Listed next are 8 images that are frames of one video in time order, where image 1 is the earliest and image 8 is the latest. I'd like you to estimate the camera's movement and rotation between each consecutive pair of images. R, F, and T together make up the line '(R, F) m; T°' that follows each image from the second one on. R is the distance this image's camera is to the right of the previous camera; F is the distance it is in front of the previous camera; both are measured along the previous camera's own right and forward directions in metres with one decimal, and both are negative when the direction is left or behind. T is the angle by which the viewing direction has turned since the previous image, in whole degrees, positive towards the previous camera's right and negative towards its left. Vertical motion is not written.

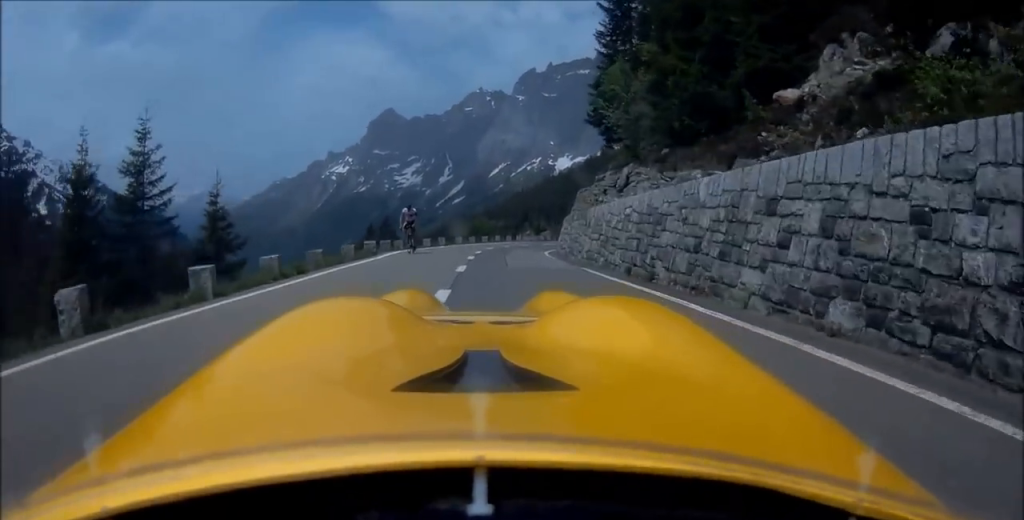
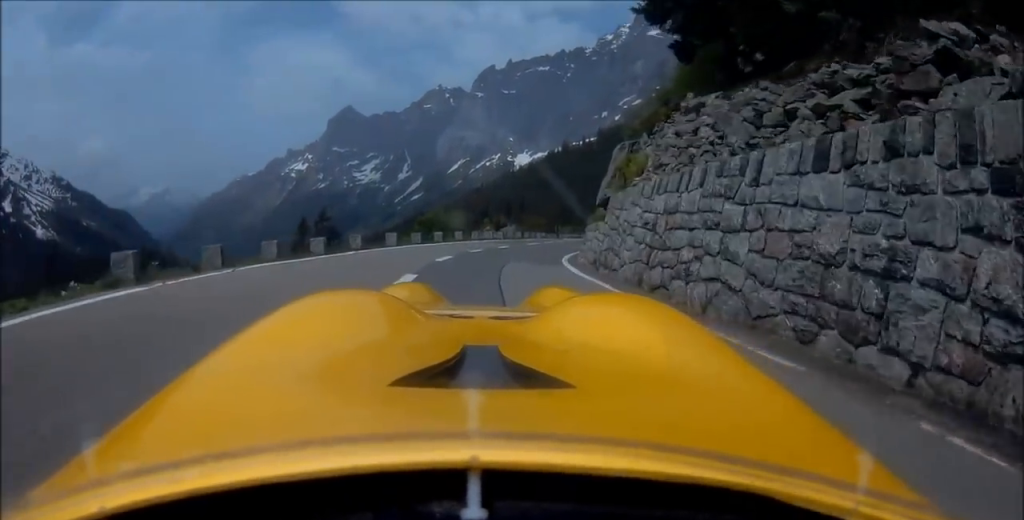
(+0.8, +16.5) m; +6°
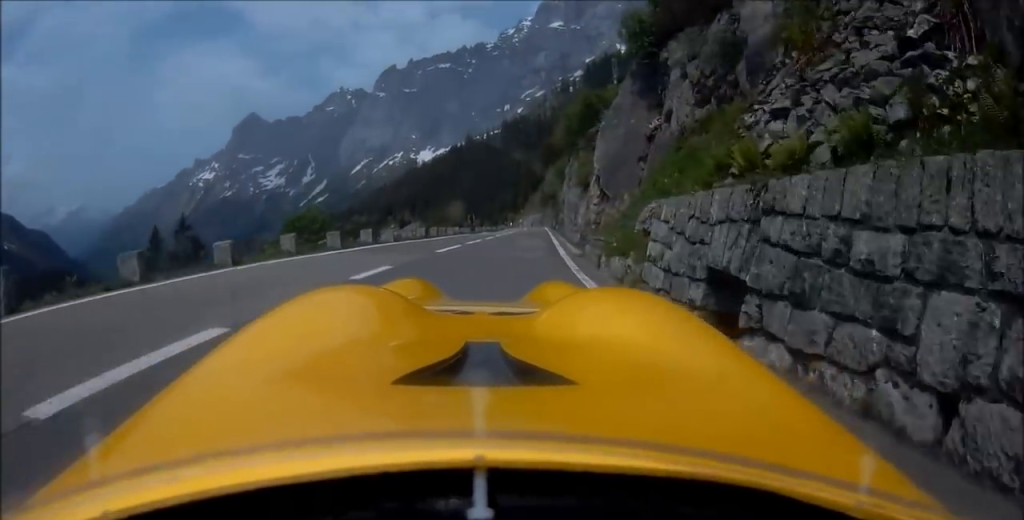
(+1.1, +17.5) m; +12°
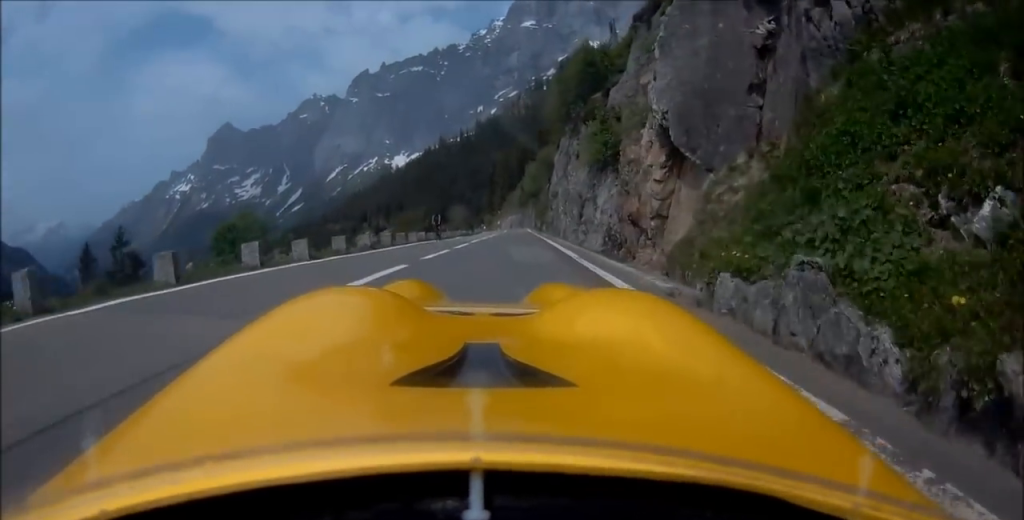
(+1.0, +8.8) m; +6°
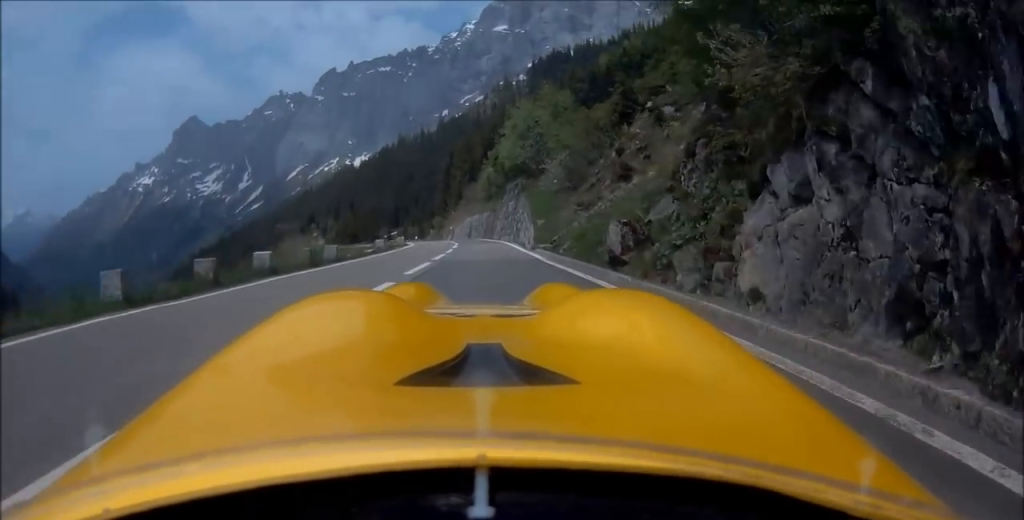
(+7.2, +44.7) m; +11°
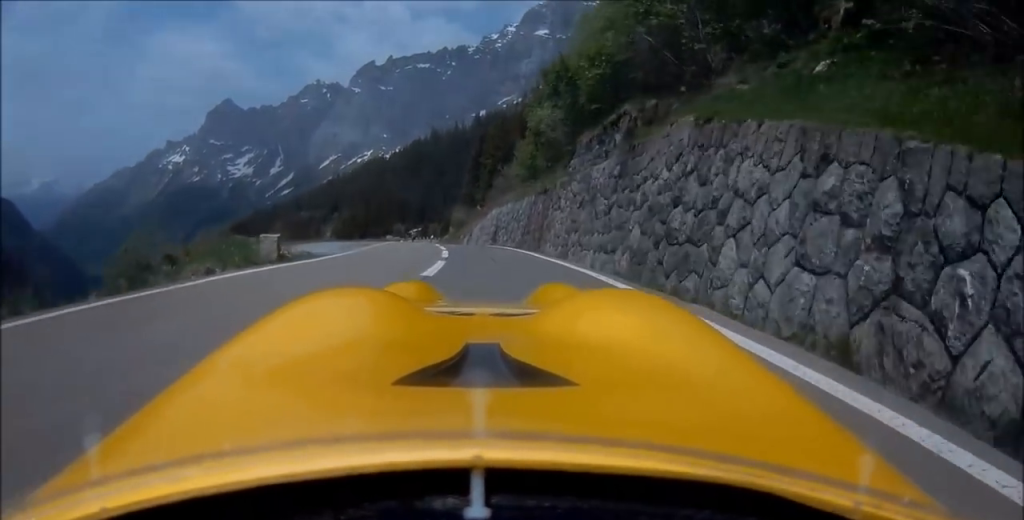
(-0.8, +25.8) m; -4°
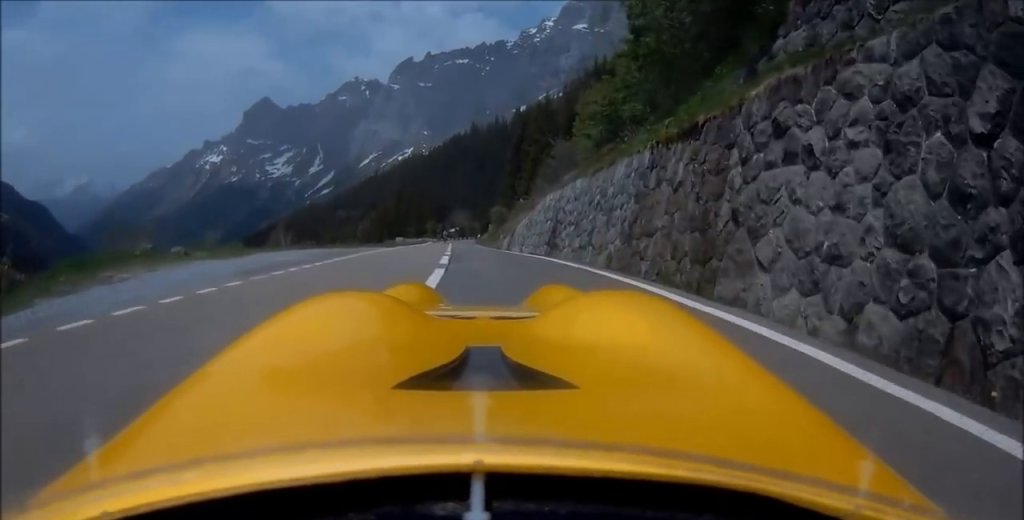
(-0.6, +14.2) m; 0°
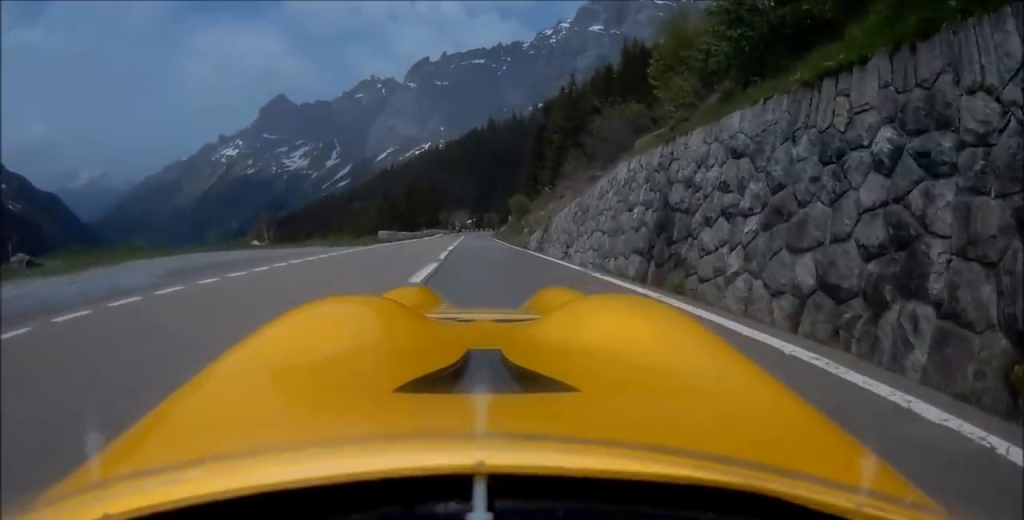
(+0.3, +10.8) m; +1°
